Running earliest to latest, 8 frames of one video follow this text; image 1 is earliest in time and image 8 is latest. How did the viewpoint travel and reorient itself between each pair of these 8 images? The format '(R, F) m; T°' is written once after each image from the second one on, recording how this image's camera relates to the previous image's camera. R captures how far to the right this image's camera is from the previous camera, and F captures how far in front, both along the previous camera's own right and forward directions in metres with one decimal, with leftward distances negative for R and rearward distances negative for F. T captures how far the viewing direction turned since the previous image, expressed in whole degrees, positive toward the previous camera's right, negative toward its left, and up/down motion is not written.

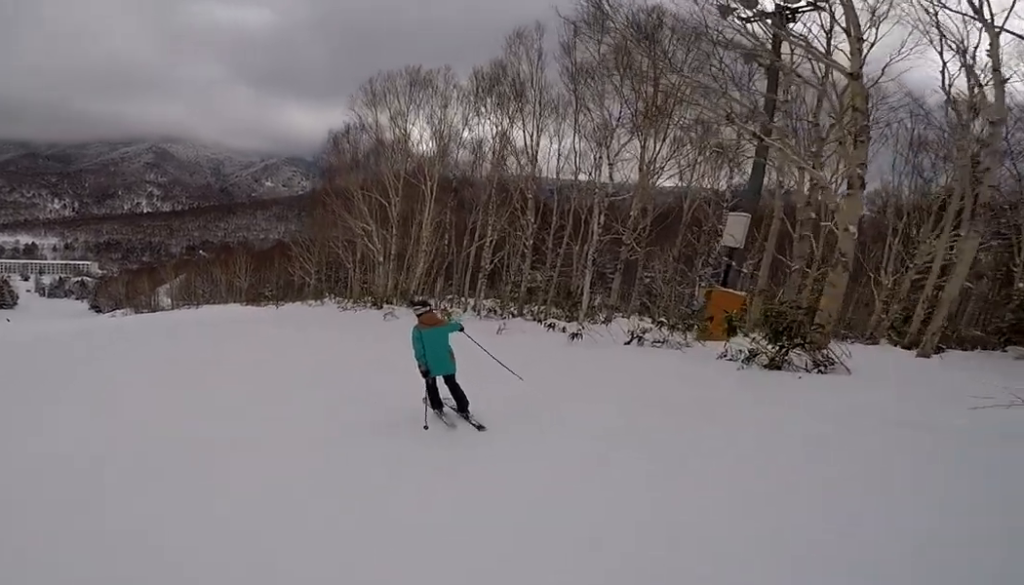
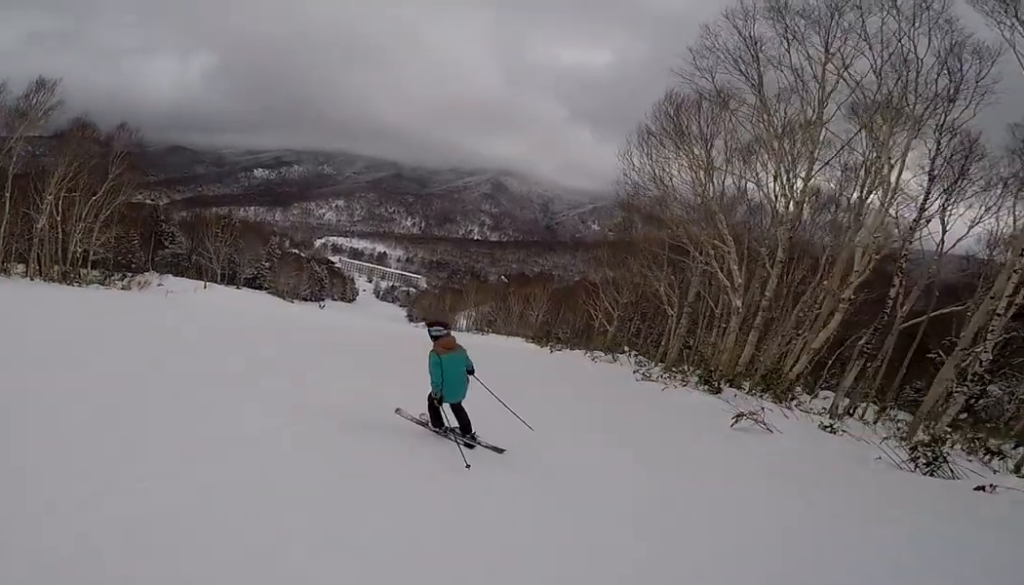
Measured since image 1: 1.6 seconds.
(-3.7, +8.2) m; -42°
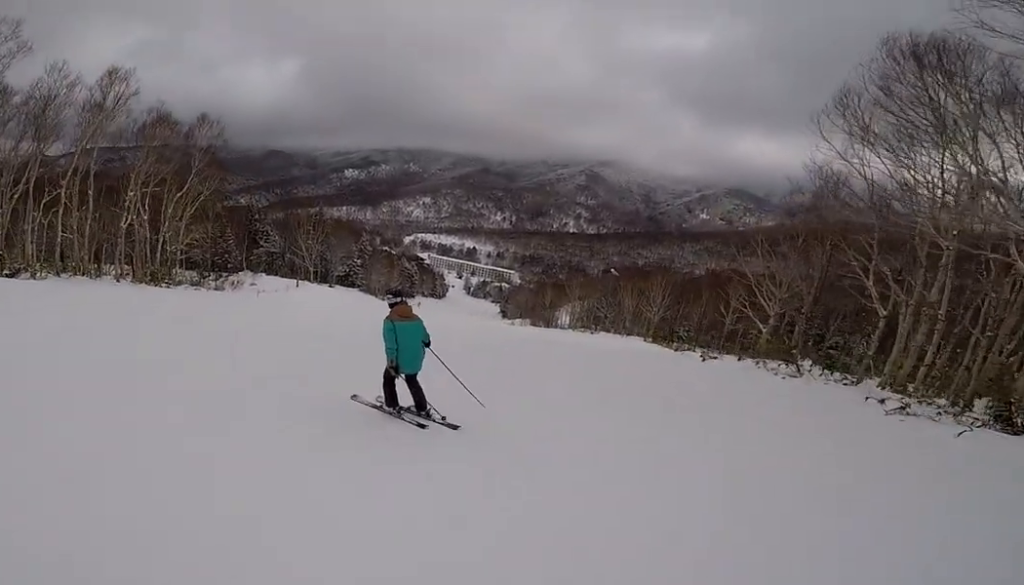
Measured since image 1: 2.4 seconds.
(-0.4, +4.3) m; -13°
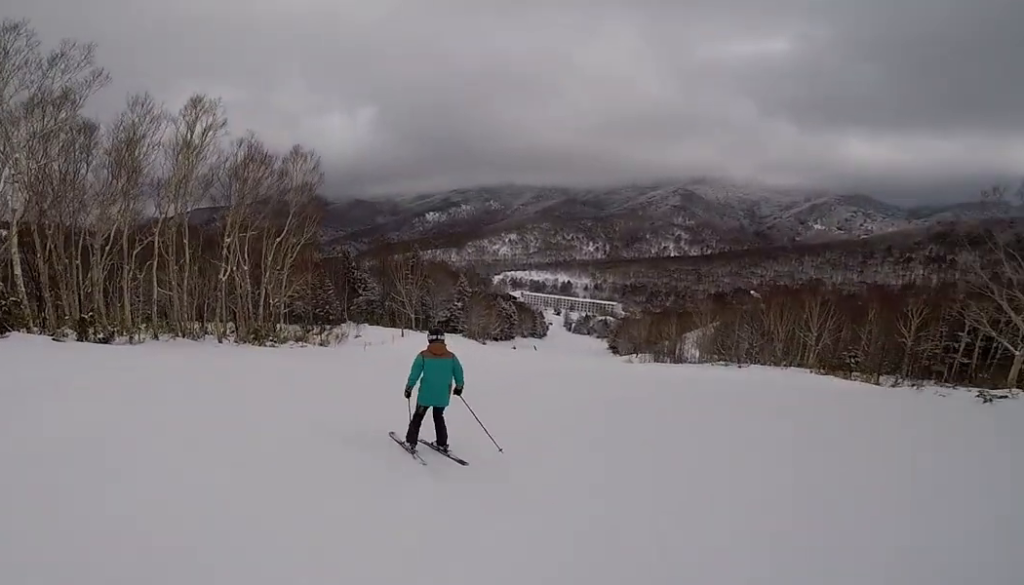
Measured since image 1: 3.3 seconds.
(-0.9, +5.4) m; -9°
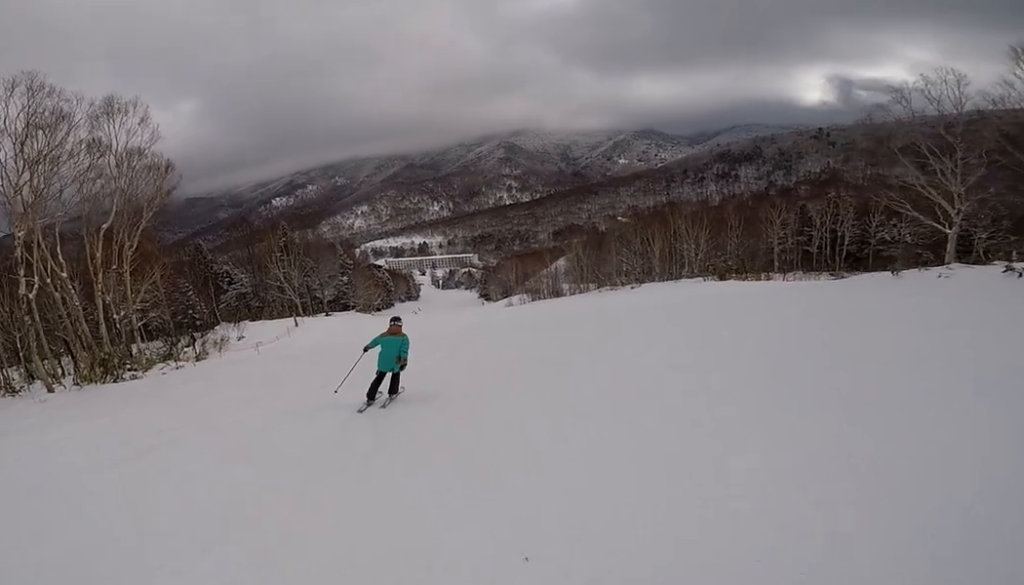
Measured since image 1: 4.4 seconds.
(-0.1, +7.5) m; +19°
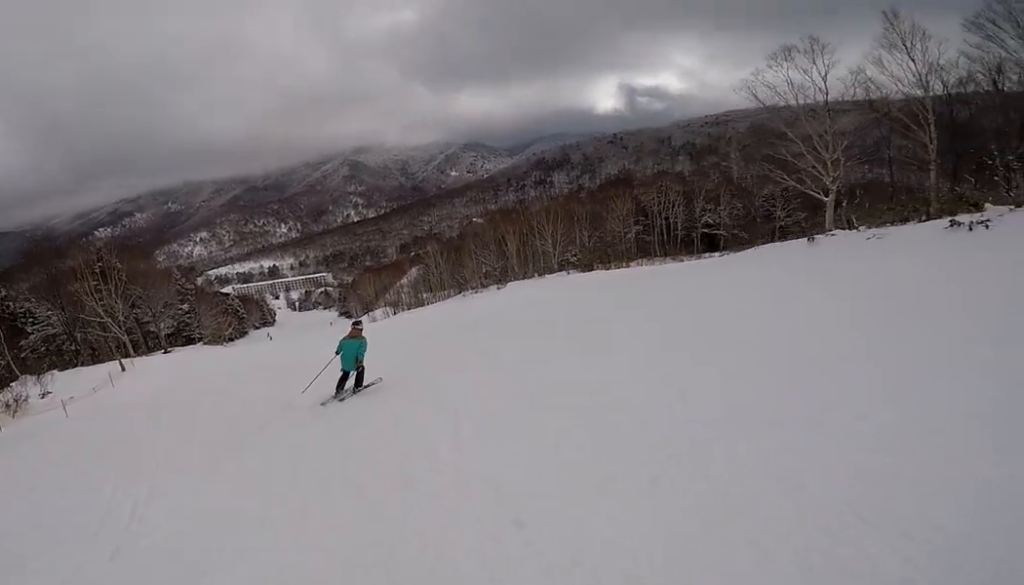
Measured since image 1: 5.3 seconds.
(+1.8, +5.8) m; +35°
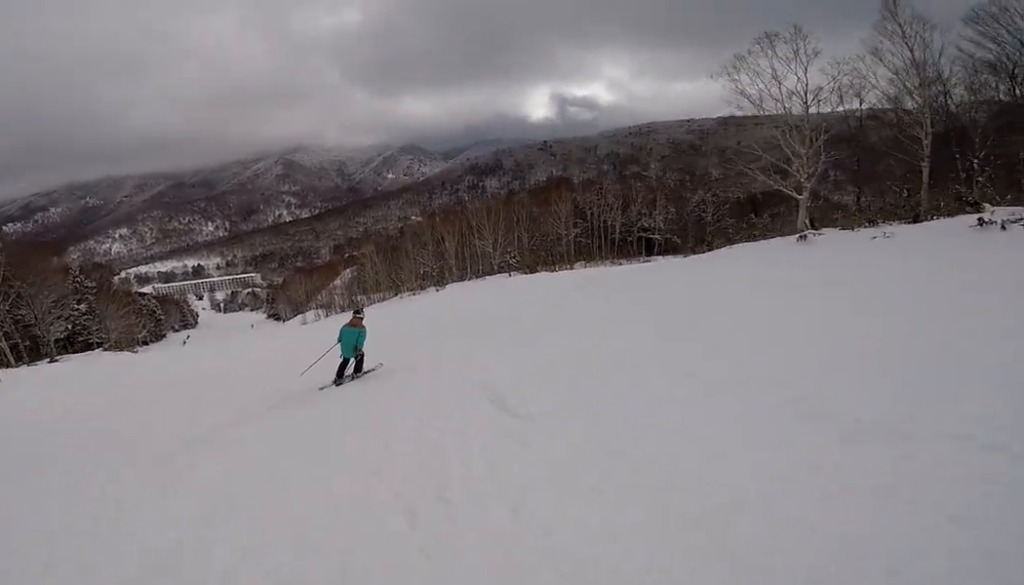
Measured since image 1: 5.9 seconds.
(+0.9, +3.9) m; +20°
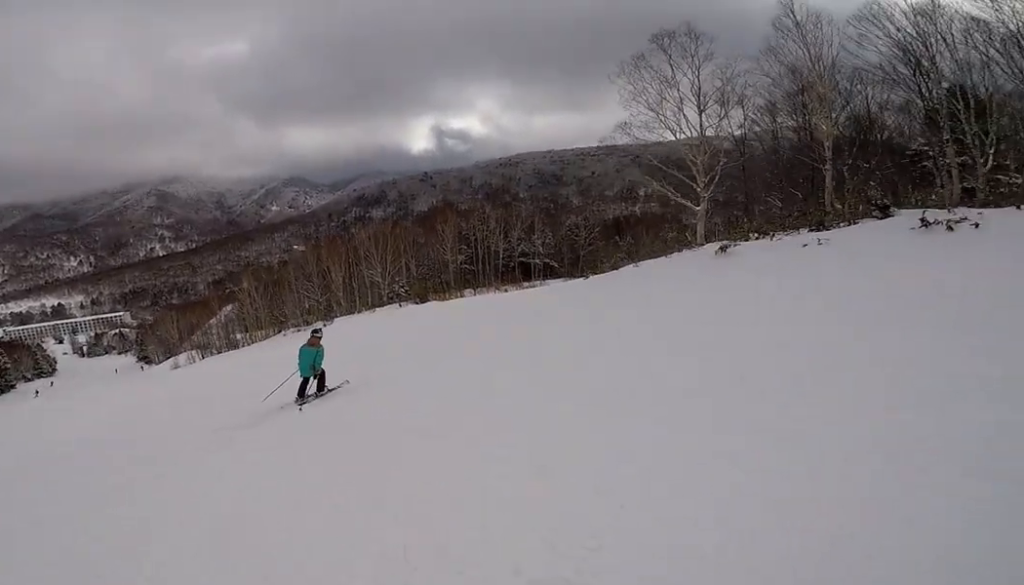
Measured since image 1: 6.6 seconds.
(+1.0, +4.4) m; +15°
